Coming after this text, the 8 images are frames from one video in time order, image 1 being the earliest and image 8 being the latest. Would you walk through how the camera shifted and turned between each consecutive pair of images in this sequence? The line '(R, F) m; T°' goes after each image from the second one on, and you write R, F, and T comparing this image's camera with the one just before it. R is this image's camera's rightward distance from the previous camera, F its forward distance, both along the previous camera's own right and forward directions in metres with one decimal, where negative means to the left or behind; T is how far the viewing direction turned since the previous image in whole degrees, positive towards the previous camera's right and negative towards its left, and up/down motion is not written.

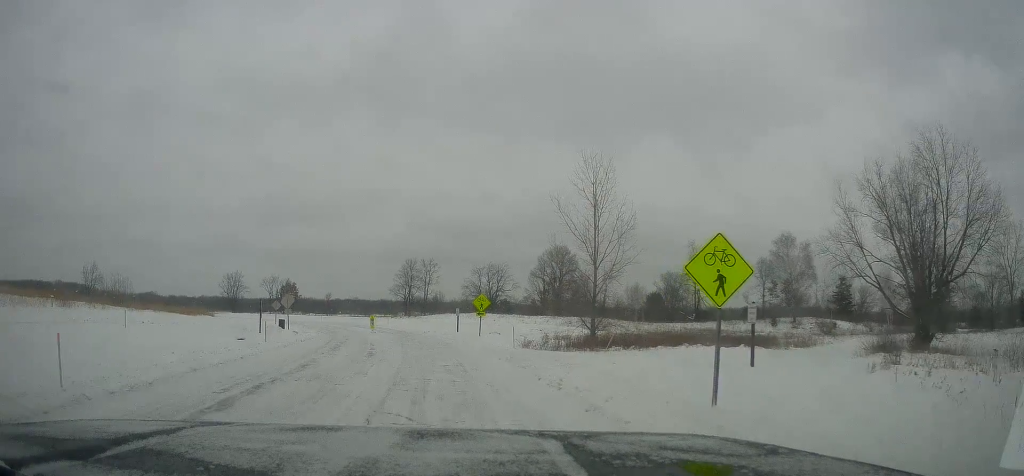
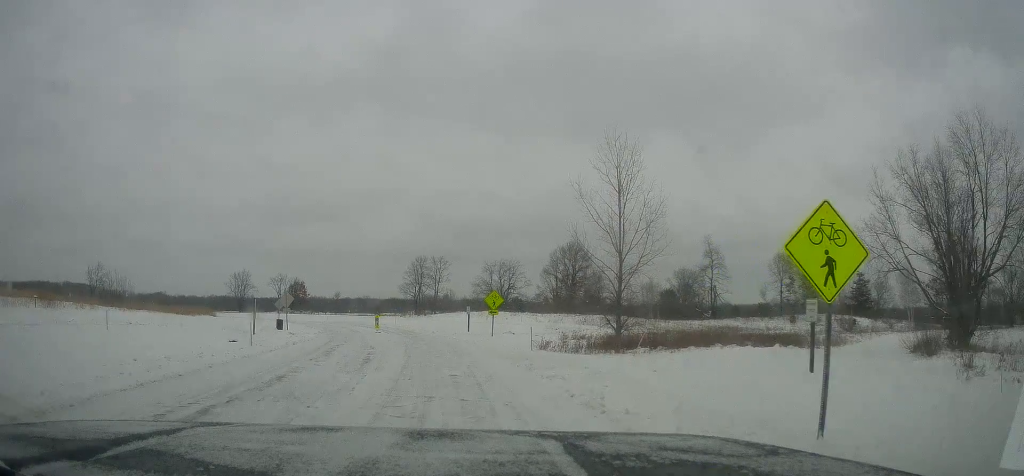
(-0.2, +3.1) m; 0°
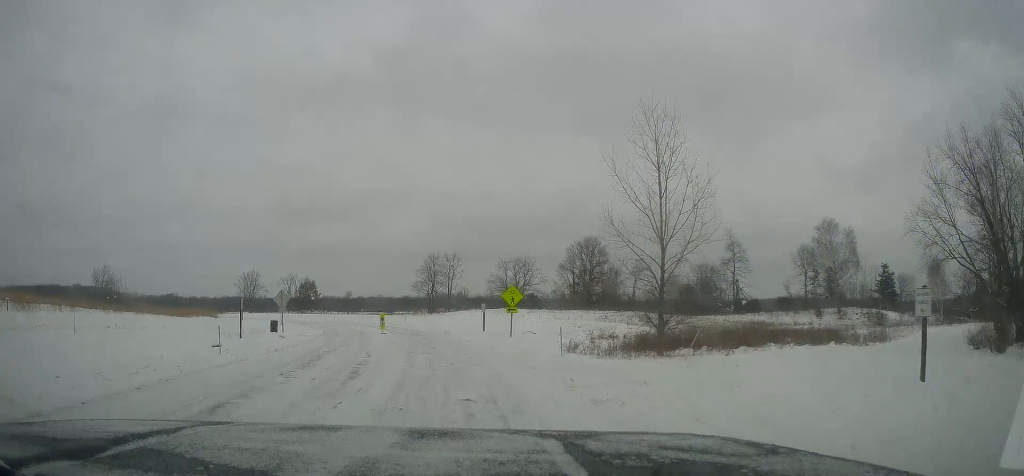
(-0.1, +4.3) m; -2°
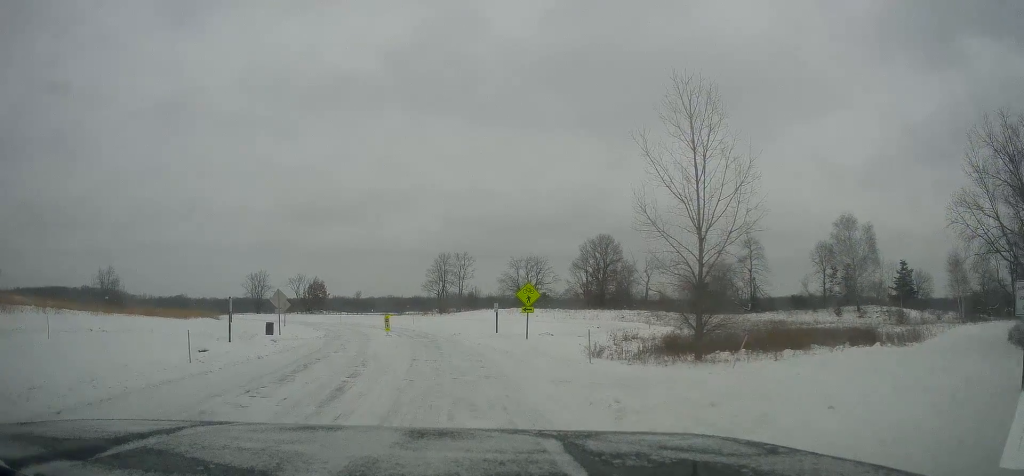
(+0.2, +2.9) m; -3°
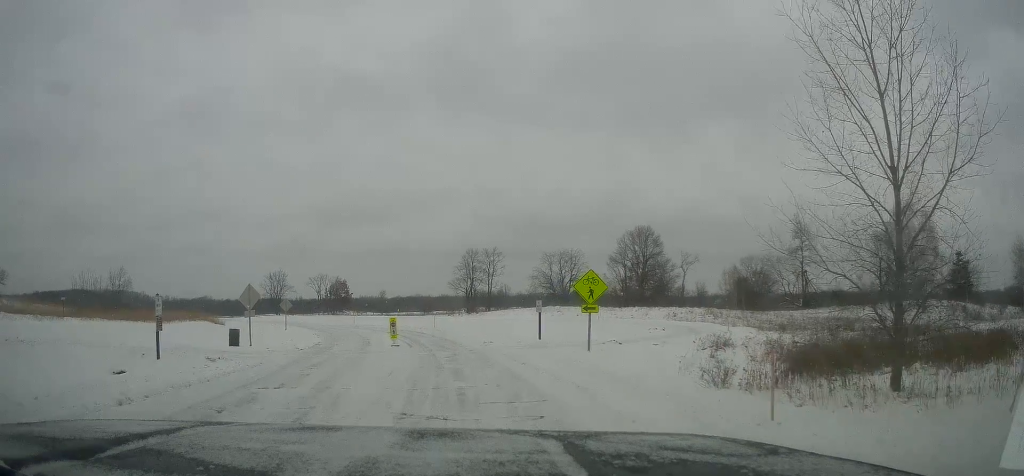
(-1.3, +9.6) m; -9°
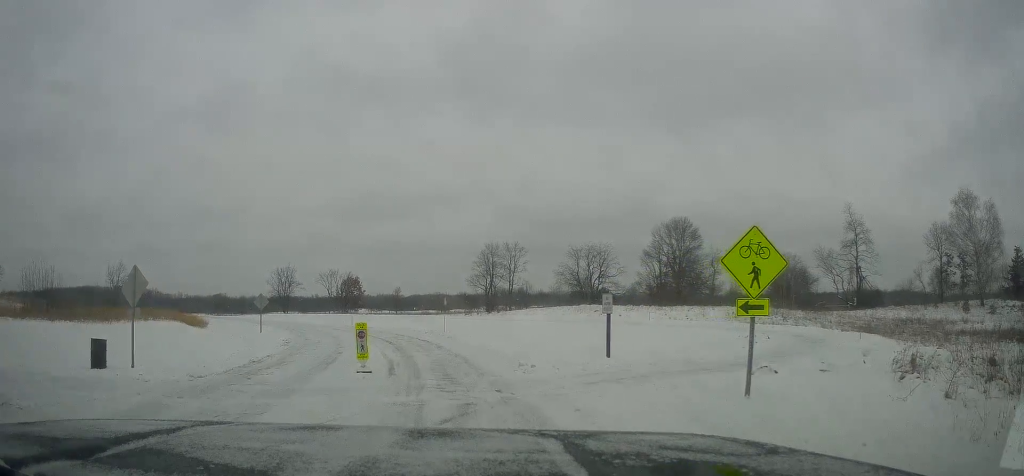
(+1.1, +11.6) m; +7°
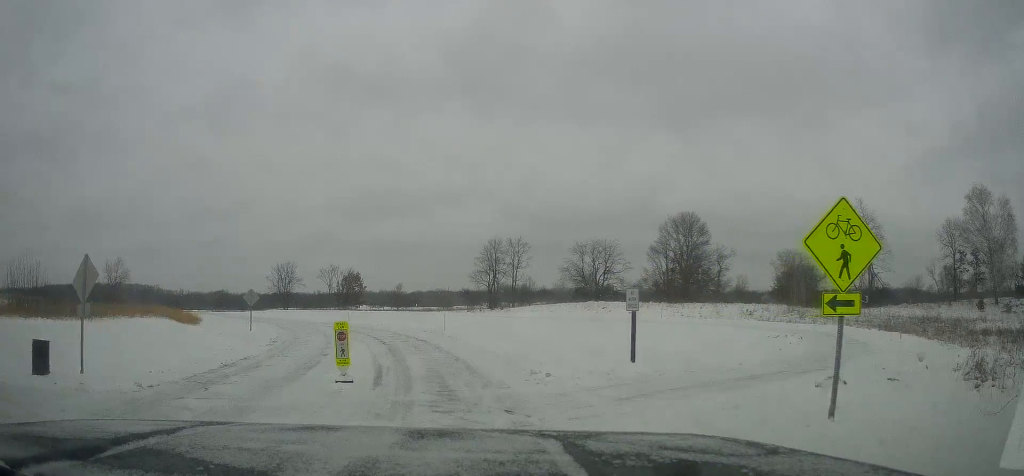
(-0.2, +2.7) m; 0°
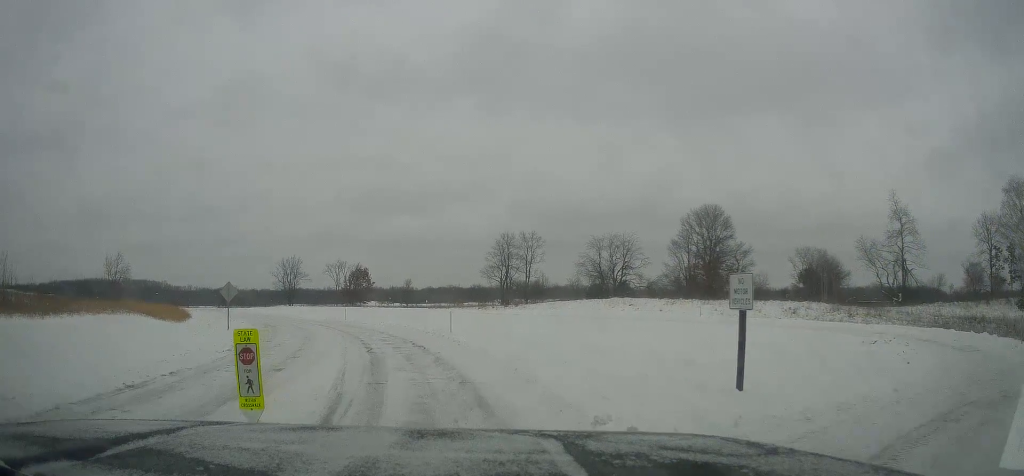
(+0.2, +6.1) m; -6°
